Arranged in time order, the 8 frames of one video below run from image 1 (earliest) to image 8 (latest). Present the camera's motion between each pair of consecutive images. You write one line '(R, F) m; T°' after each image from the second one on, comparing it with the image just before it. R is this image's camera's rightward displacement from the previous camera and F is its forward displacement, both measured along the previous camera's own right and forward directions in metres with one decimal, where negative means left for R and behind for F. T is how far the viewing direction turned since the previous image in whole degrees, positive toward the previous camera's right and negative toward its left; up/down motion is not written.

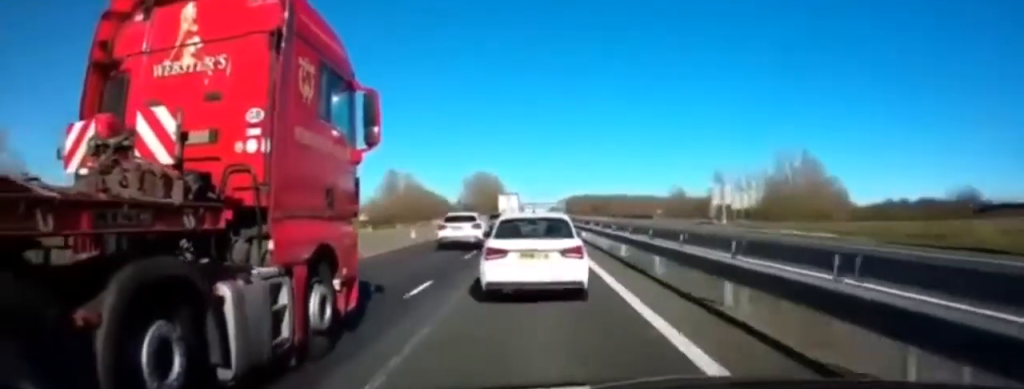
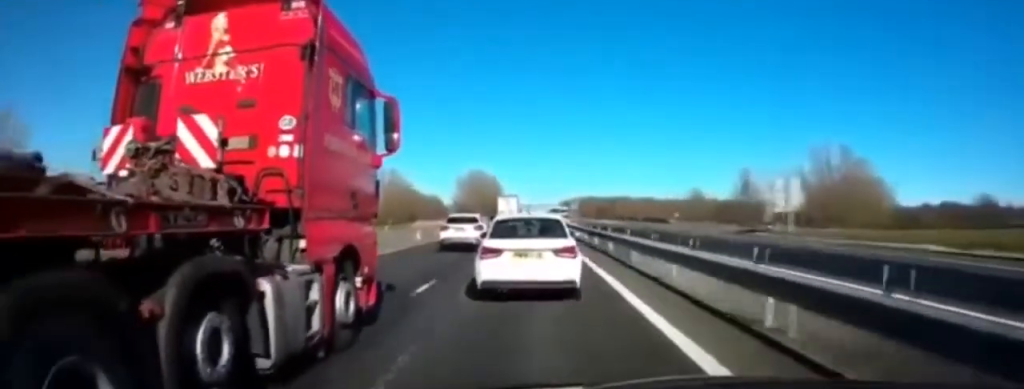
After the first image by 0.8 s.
(0.0, +16.1) m; 0°
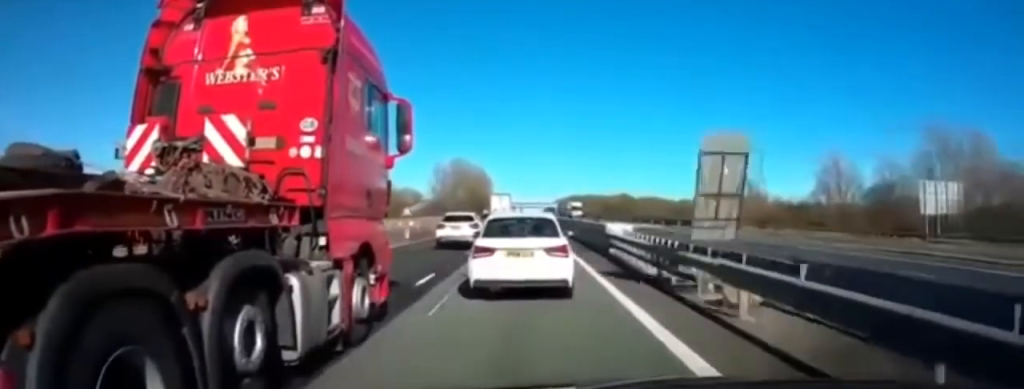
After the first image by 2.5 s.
(+0.2, +35.5) m; 0°
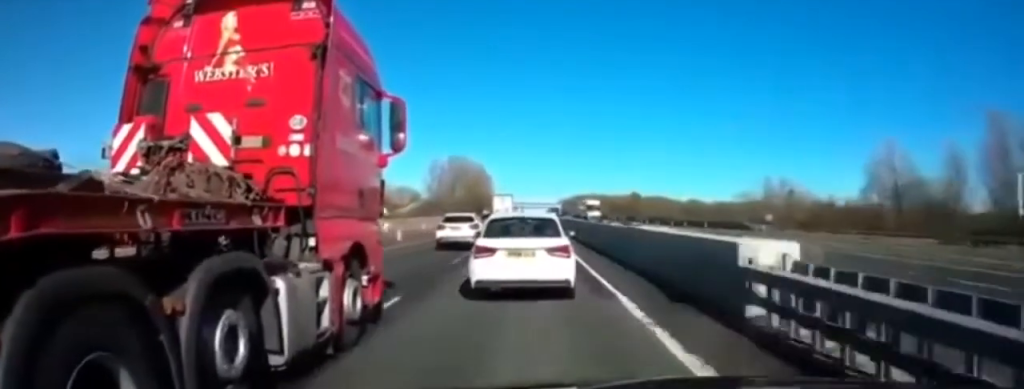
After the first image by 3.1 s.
(-0.1, +12.3) m; 0°
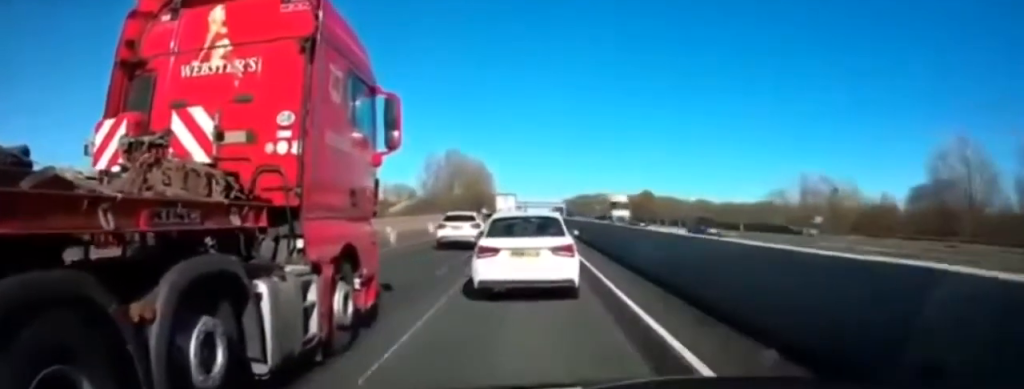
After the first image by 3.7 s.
(-0.1, +12.3) m; 0°
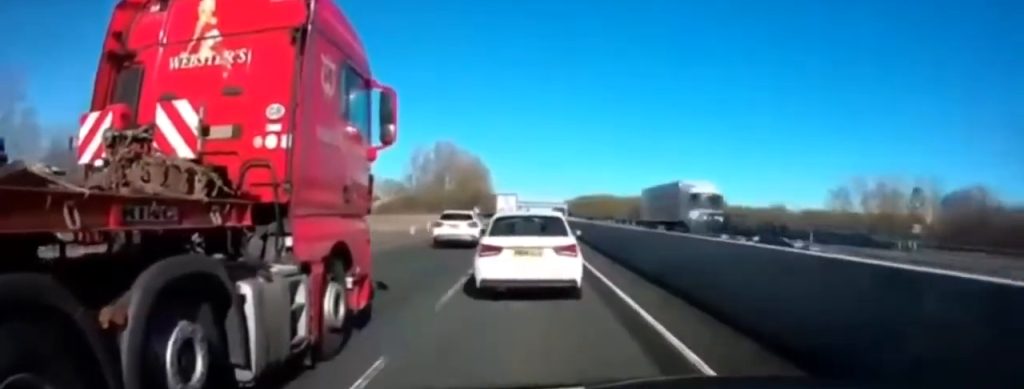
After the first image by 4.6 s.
(0.0, +18.0) m; +1°
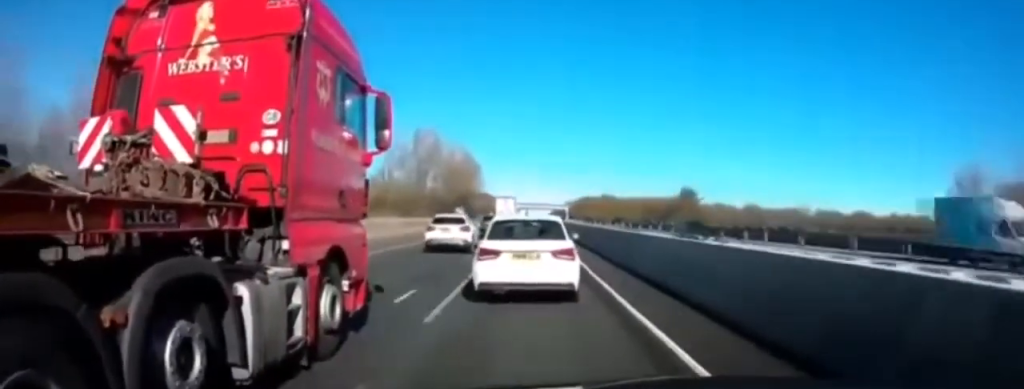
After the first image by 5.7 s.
(+0.2, +22.6) m; 0°
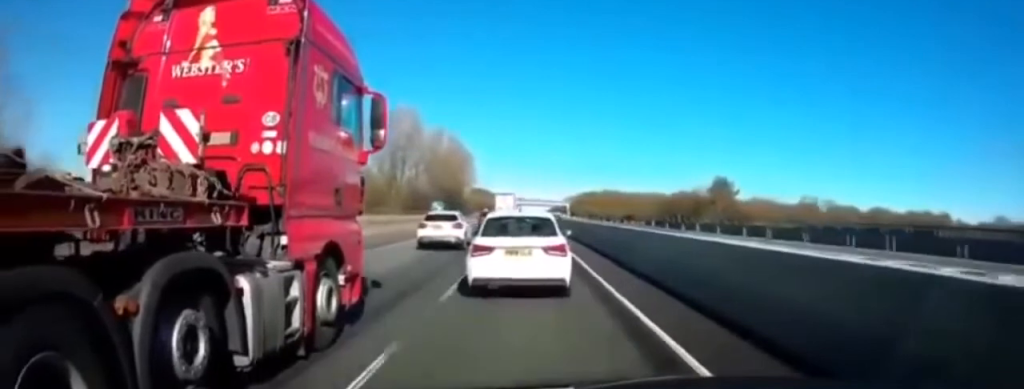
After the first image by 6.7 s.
(-0.4, +19.2) m; 0°
